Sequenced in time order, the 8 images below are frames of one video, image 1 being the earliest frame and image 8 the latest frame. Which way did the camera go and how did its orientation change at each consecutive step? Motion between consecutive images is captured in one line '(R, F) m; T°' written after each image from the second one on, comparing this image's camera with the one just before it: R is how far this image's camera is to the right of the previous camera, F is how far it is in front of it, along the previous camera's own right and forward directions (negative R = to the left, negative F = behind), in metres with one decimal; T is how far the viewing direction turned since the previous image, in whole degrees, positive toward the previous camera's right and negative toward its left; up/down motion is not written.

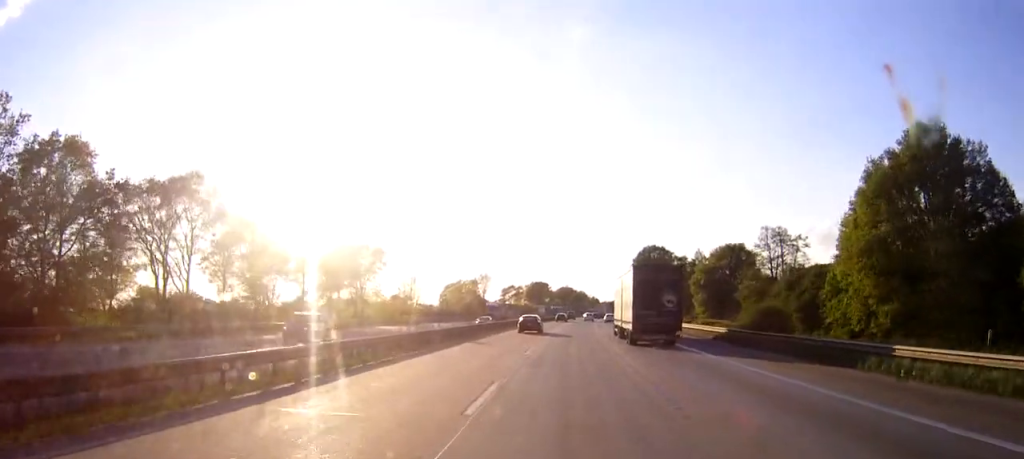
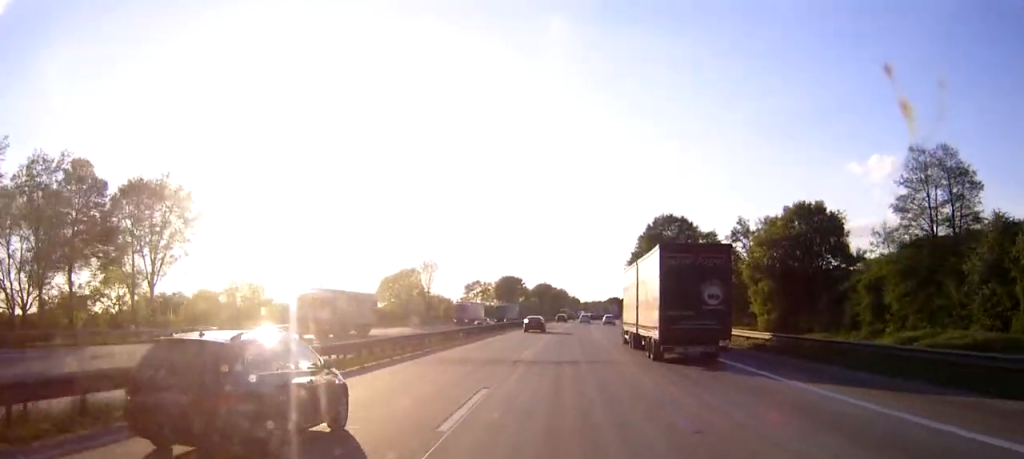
(+0.8, +55.9) m; +2°
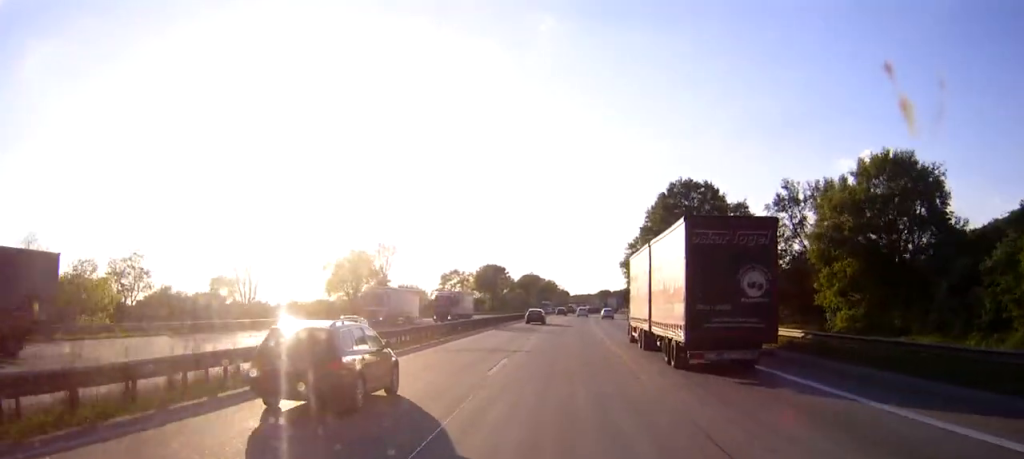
(+0.2, +28.0) m; +1°
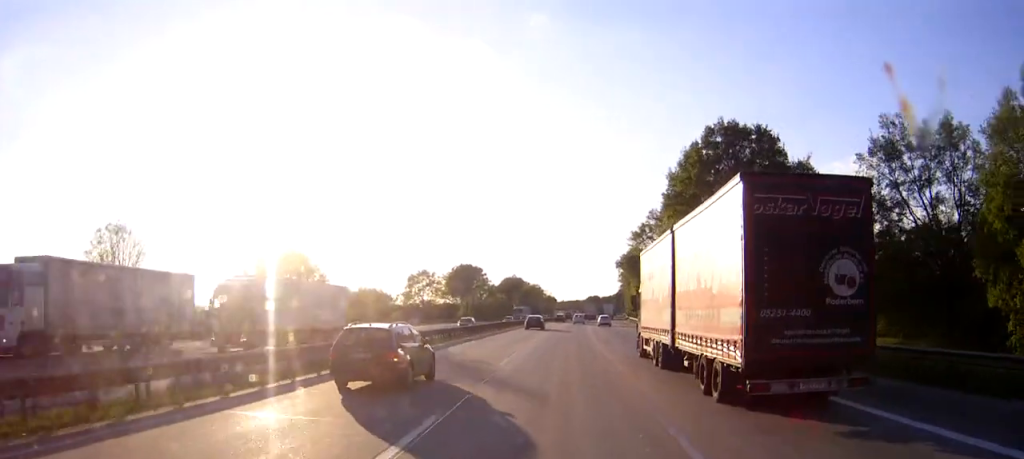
(+0.3, +31.0) m; +1°
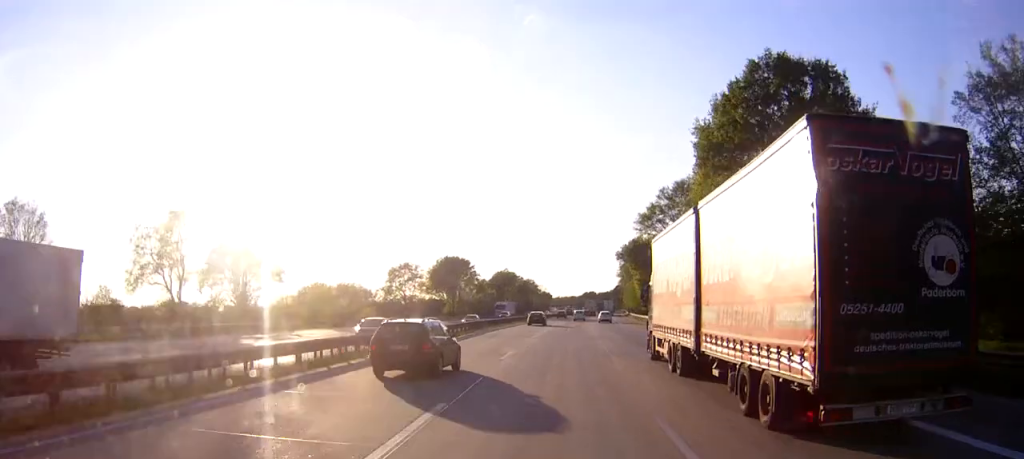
(0.0, +17.0) m; +1°
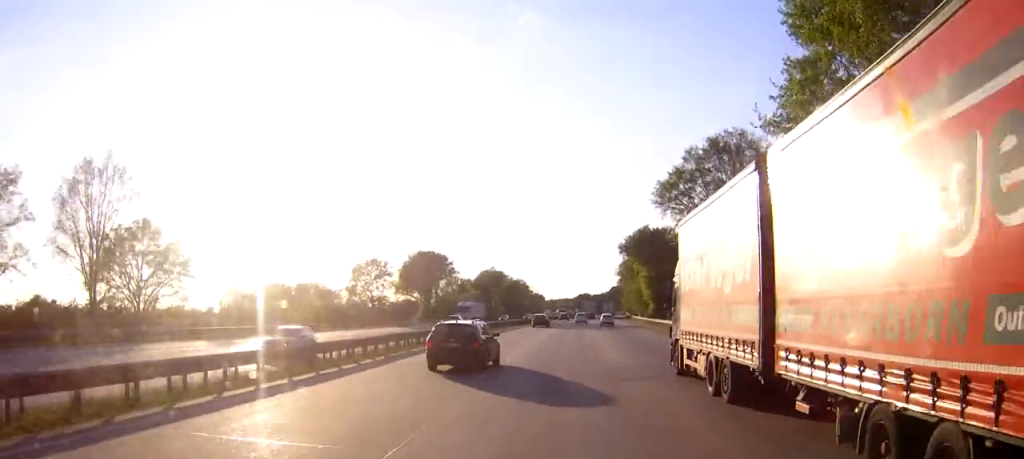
(+0.2, +25.0) m; +1°
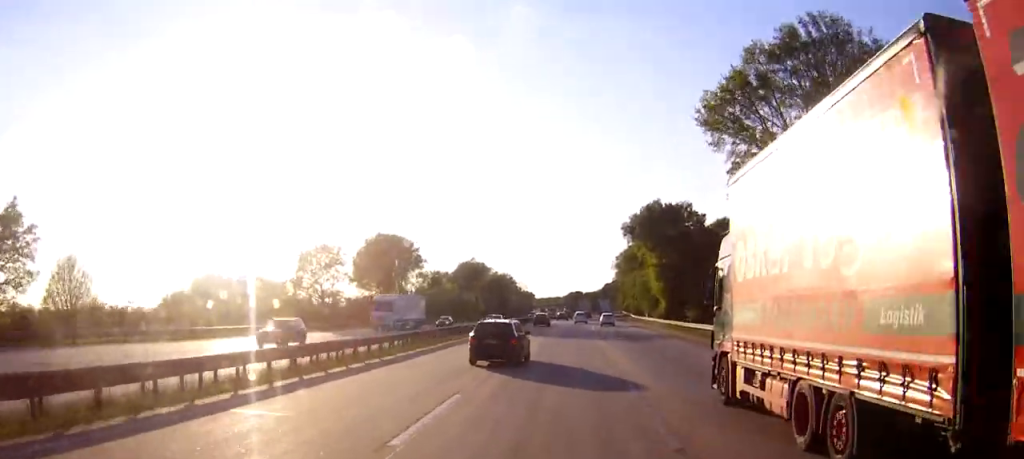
(+0.2, +27.2) m; 0°
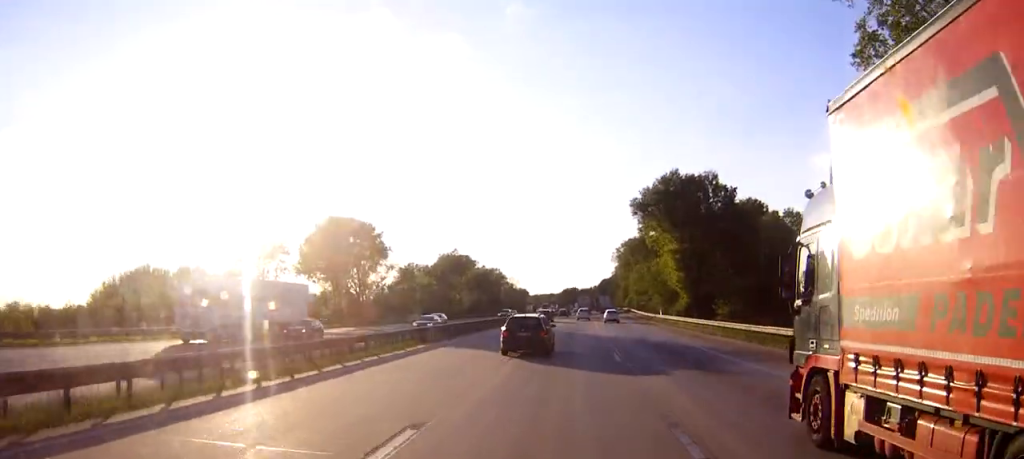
(+0.1, +23.2) m; +1°
